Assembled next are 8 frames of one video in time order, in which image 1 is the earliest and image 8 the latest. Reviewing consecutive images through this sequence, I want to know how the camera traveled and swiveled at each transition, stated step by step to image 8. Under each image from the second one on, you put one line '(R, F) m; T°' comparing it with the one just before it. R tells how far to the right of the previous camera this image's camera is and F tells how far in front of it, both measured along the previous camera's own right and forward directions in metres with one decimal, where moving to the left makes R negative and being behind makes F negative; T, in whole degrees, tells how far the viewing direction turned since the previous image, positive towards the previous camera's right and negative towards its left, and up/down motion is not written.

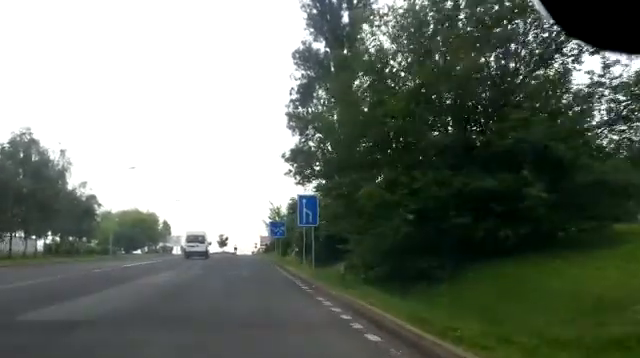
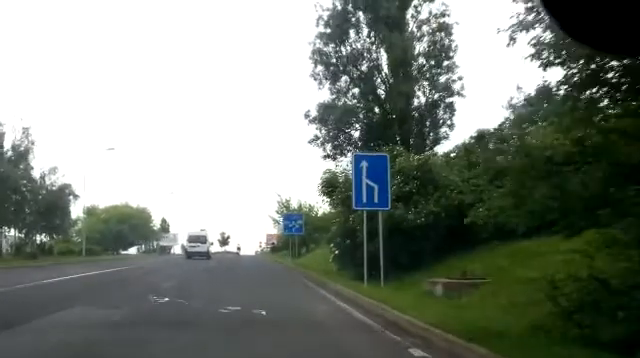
(0.0, +11.3) m; -1°
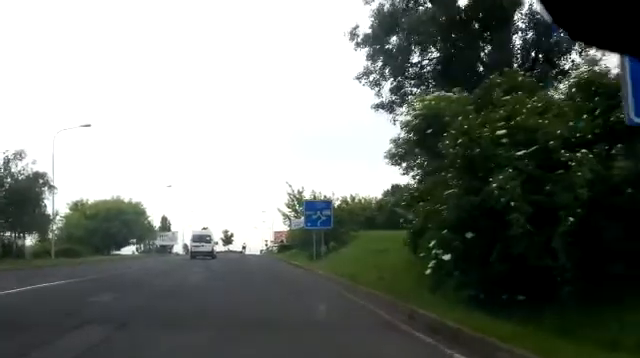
(-0.2, +9.2) m; 0°
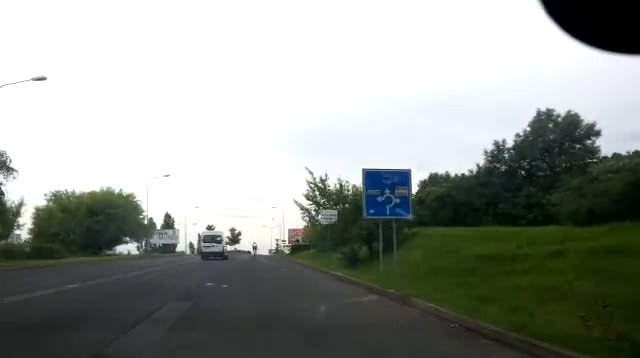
(+0.2, +10.8) m; 0°
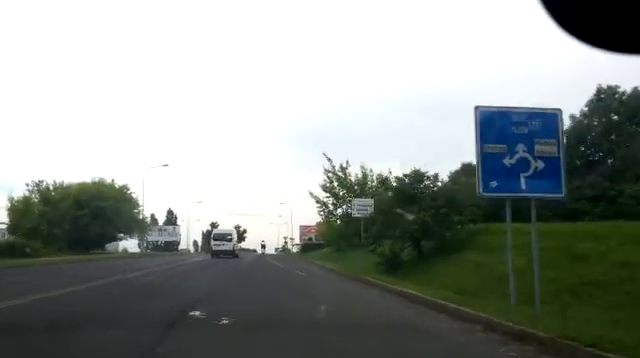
(-0.1, +6.8) m; -1°
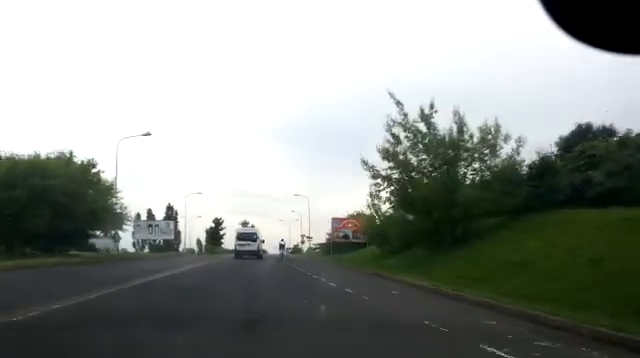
(-0.4, +15.8) m; -1°
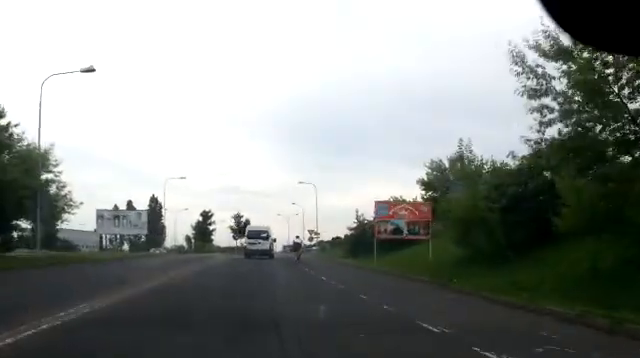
(+0.2, +14.6) m; 0°
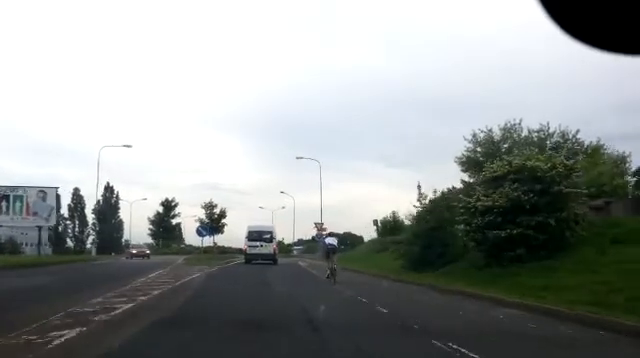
(-0.2, +19.8) m; +1°
